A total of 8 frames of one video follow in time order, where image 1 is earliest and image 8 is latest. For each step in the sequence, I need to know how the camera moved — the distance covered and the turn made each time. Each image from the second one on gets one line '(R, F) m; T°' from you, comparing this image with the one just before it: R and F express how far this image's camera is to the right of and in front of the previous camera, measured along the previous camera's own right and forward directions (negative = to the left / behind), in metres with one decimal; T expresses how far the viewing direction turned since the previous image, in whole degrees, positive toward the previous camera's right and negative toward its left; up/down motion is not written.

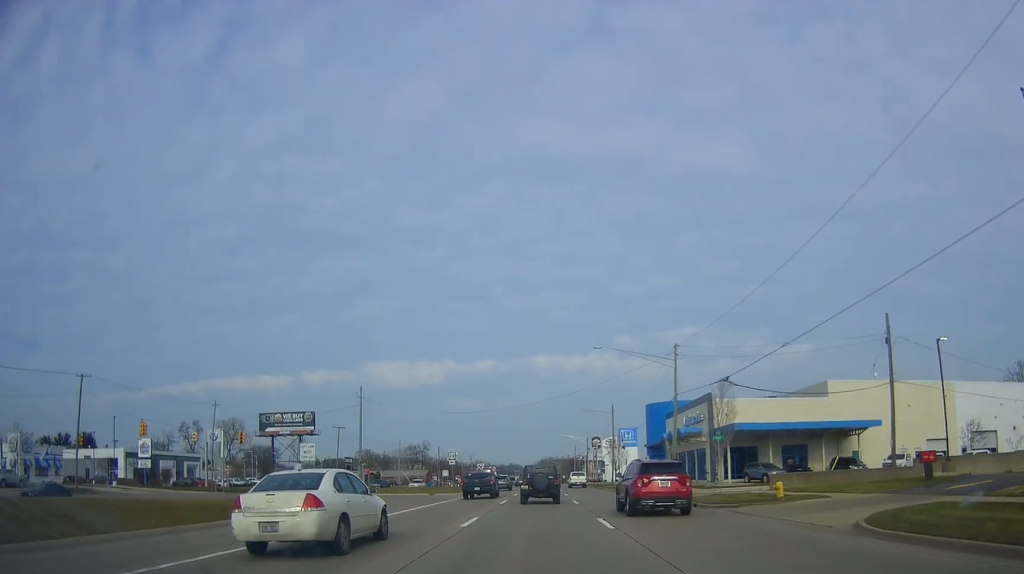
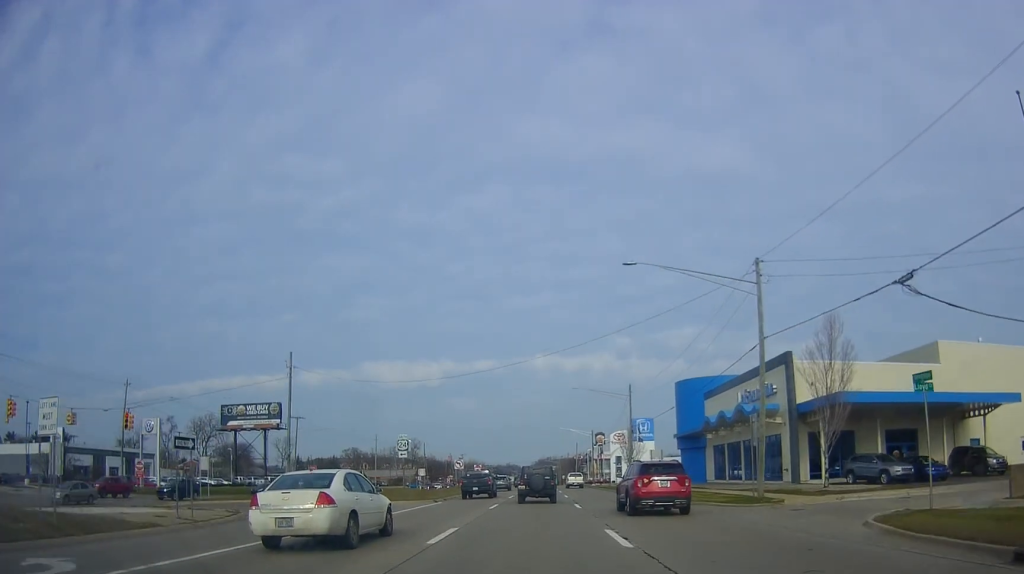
(+0.1, +19.8) m; 0°
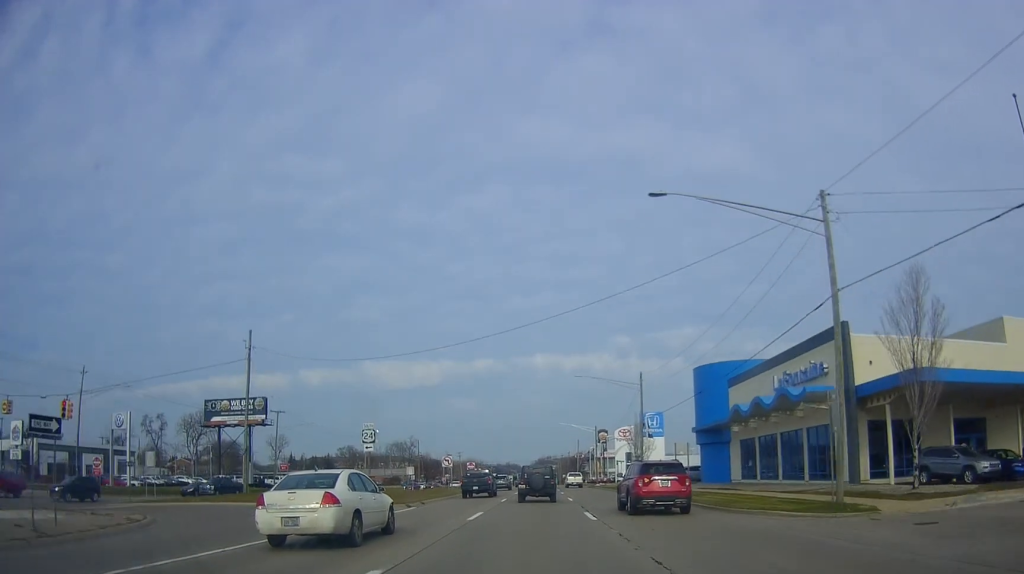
(0.0, +7.8) m; 0°
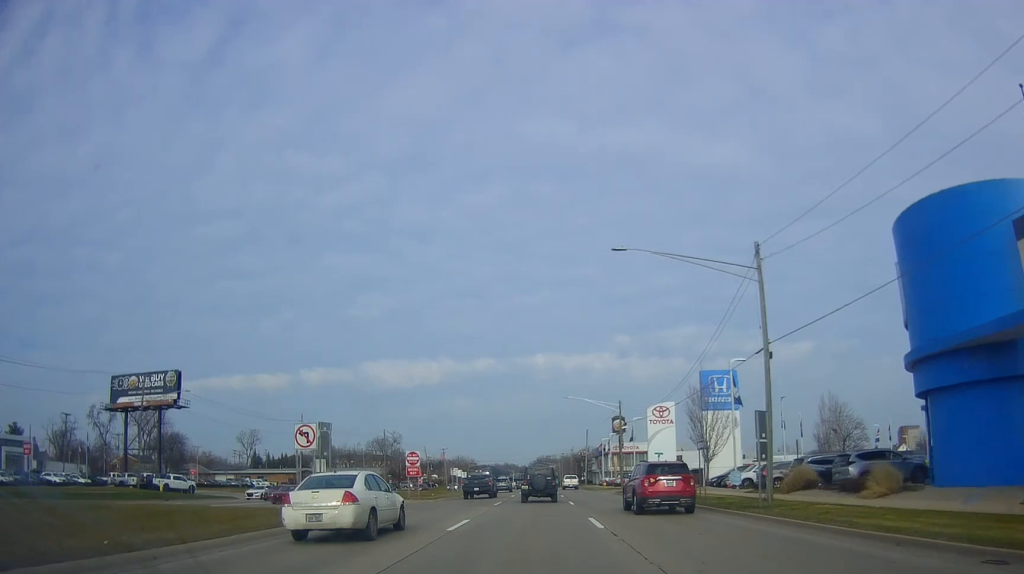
(0.0, +33.9) m; -1°
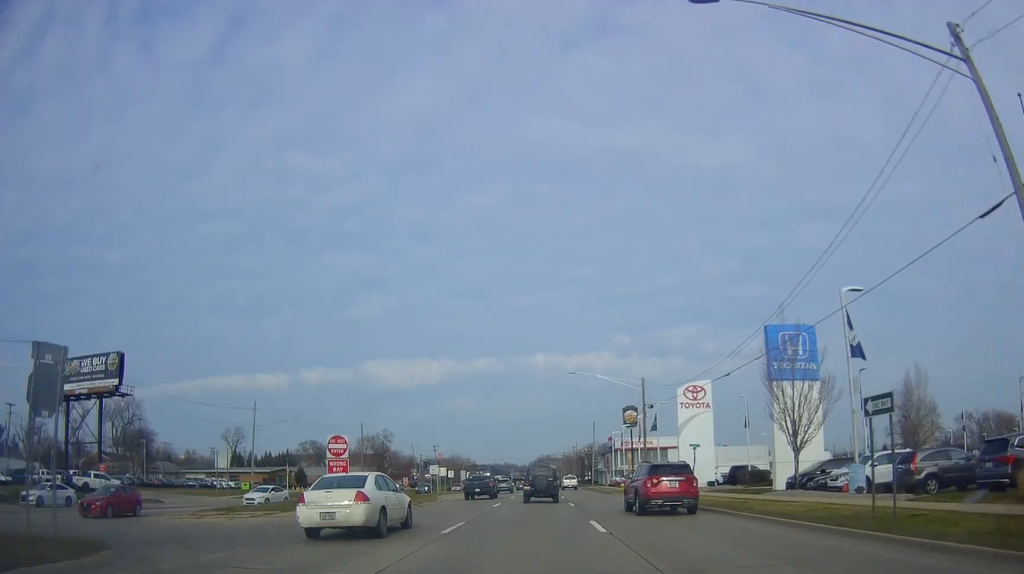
(0.0, +16.1) m; -2°
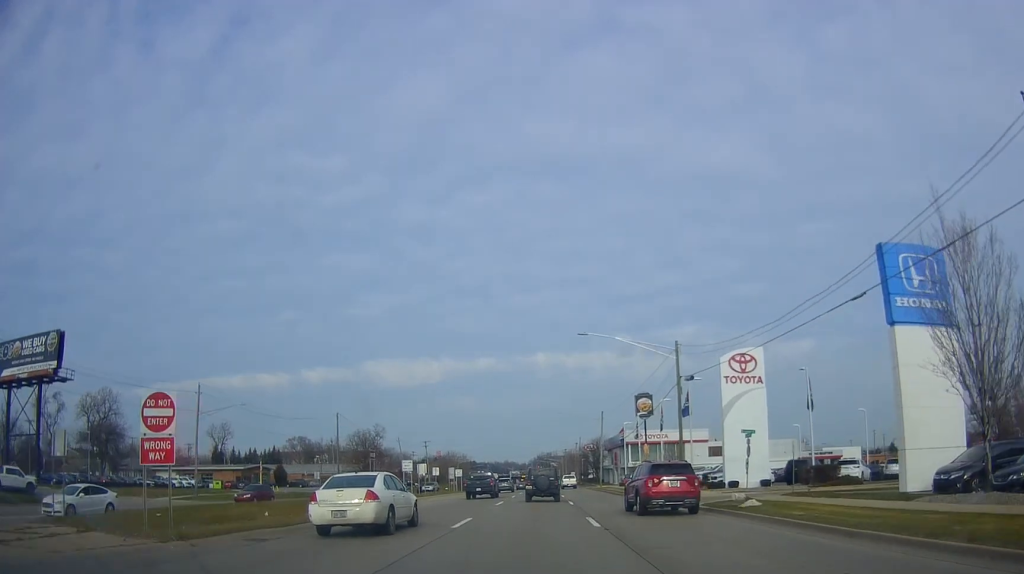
(-0.6, +13.9) m; 0°
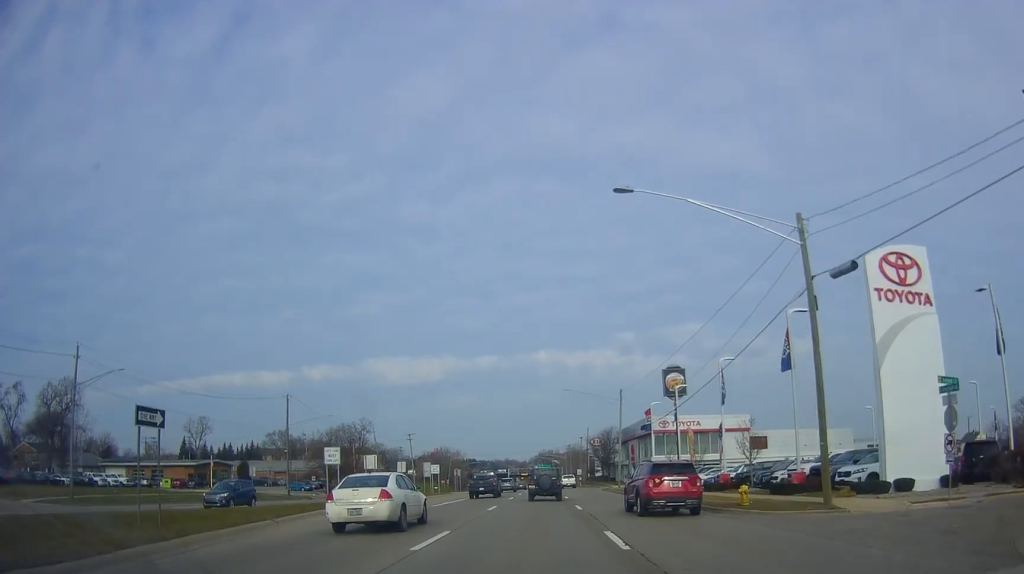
(+0.7, +20.4) m; +2°
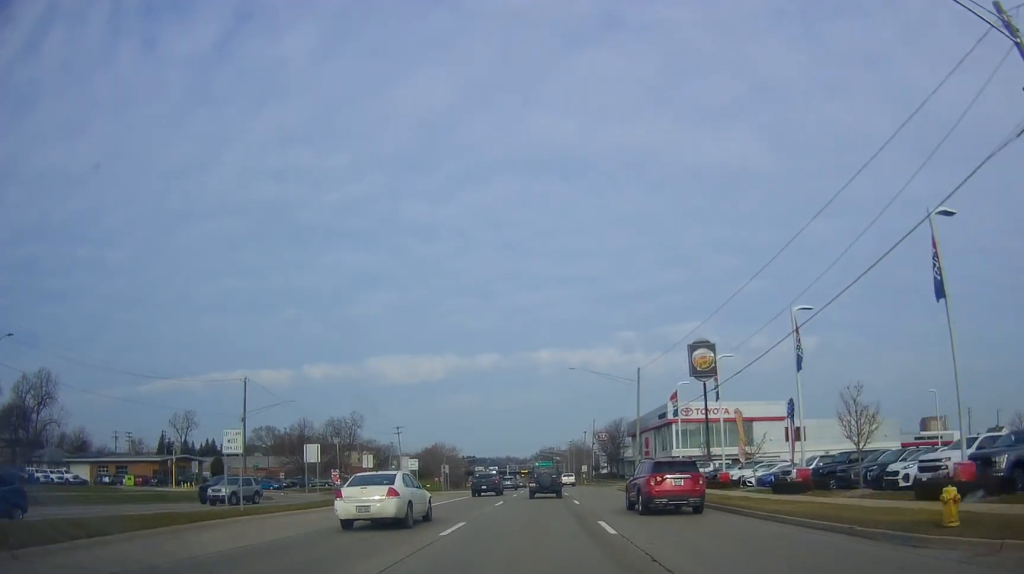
(0.0, +12.2) m; 0°
